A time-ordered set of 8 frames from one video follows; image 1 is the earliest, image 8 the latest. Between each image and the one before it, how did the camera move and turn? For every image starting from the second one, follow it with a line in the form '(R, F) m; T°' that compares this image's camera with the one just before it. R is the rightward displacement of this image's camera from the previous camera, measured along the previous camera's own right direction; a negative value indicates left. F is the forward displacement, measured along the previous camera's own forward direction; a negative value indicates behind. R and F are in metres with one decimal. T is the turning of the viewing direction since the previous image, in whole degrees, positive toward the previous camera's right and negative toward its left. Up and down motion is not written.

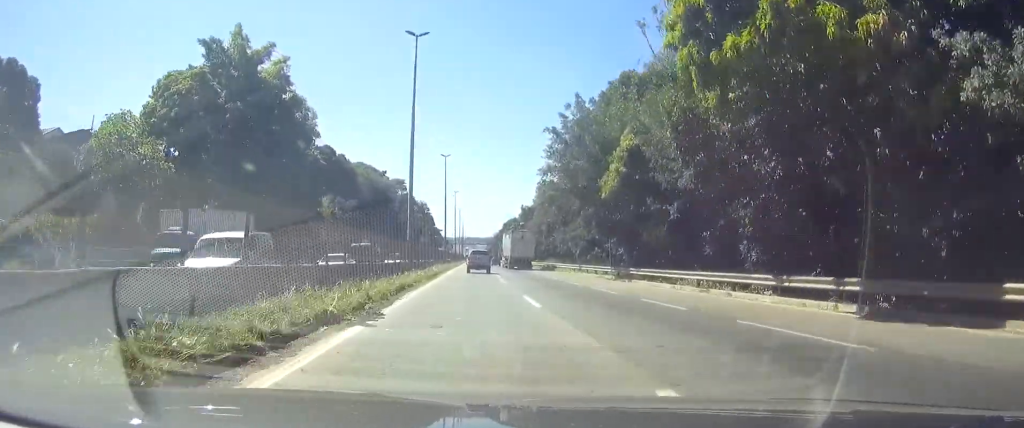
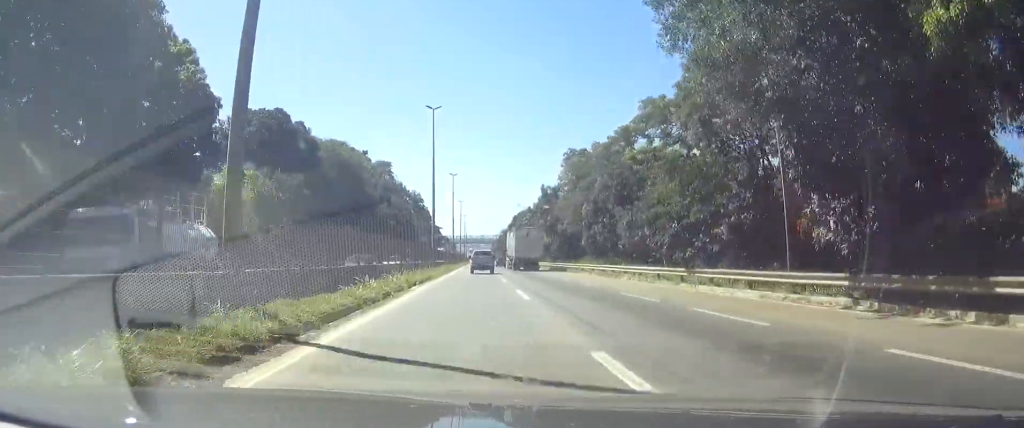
(-0.1, +29.7) m; 0°
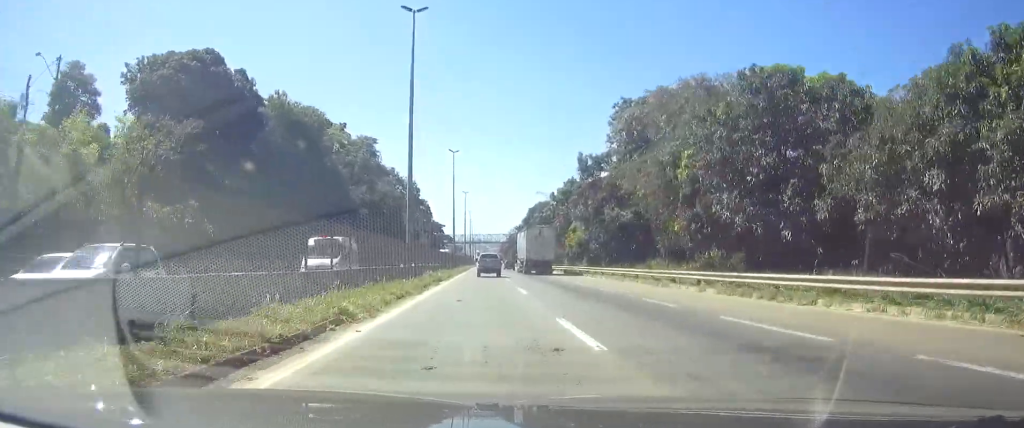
(-0.1, +25.6) m; -1°
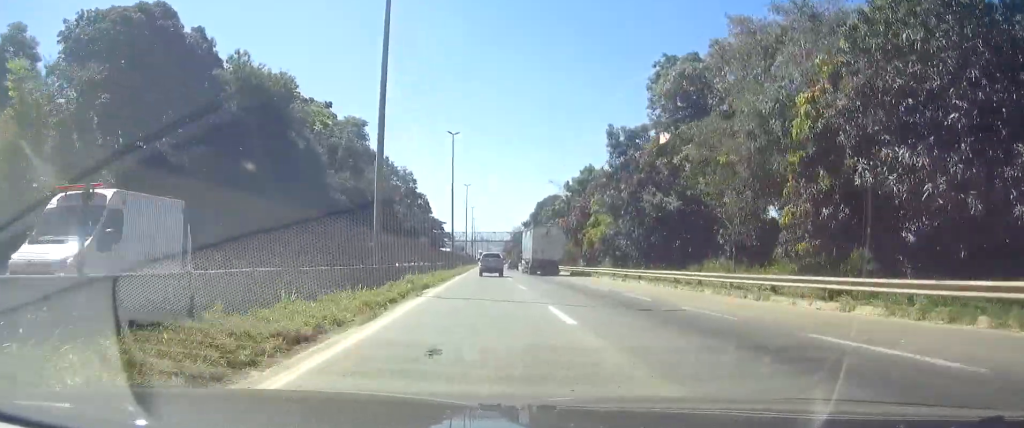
(0.0, +11.6) m; 0°
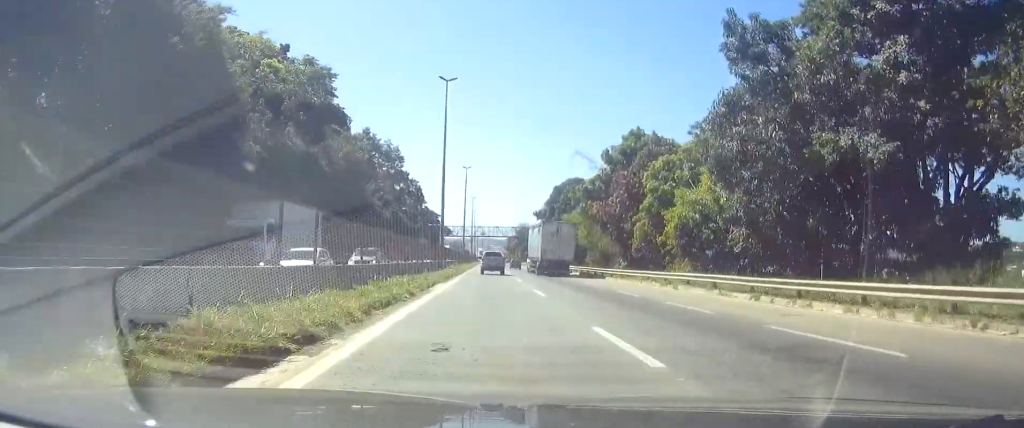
(-0.2, +21.4) m; 0°
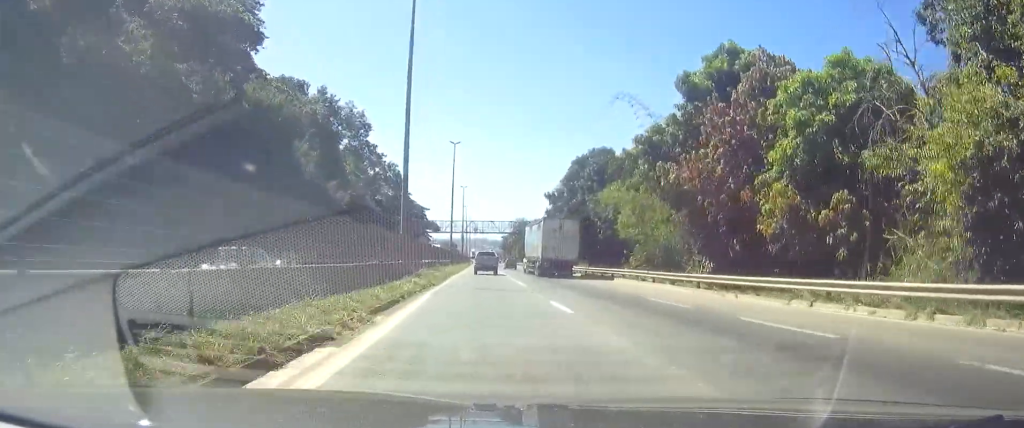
(+0.1, +22.3) m; 0°
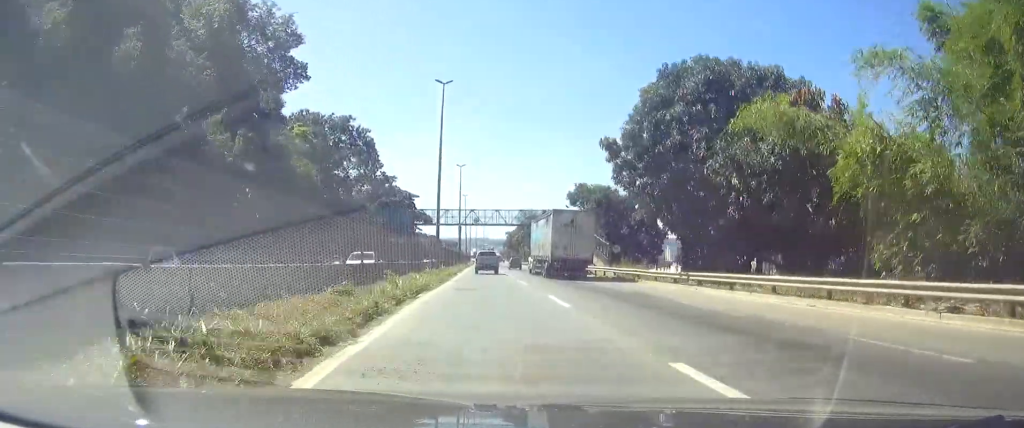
(0.0, +28.0) m; 0°
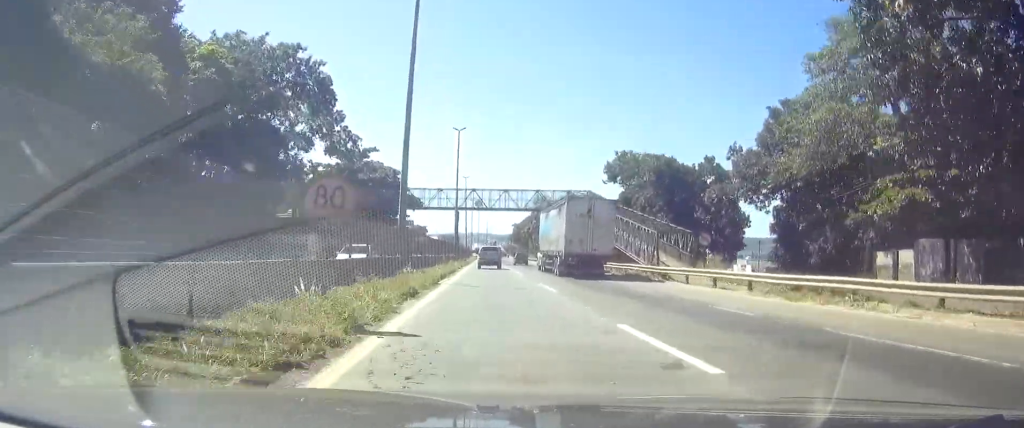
(+0.2, +25.5) m; 0°
